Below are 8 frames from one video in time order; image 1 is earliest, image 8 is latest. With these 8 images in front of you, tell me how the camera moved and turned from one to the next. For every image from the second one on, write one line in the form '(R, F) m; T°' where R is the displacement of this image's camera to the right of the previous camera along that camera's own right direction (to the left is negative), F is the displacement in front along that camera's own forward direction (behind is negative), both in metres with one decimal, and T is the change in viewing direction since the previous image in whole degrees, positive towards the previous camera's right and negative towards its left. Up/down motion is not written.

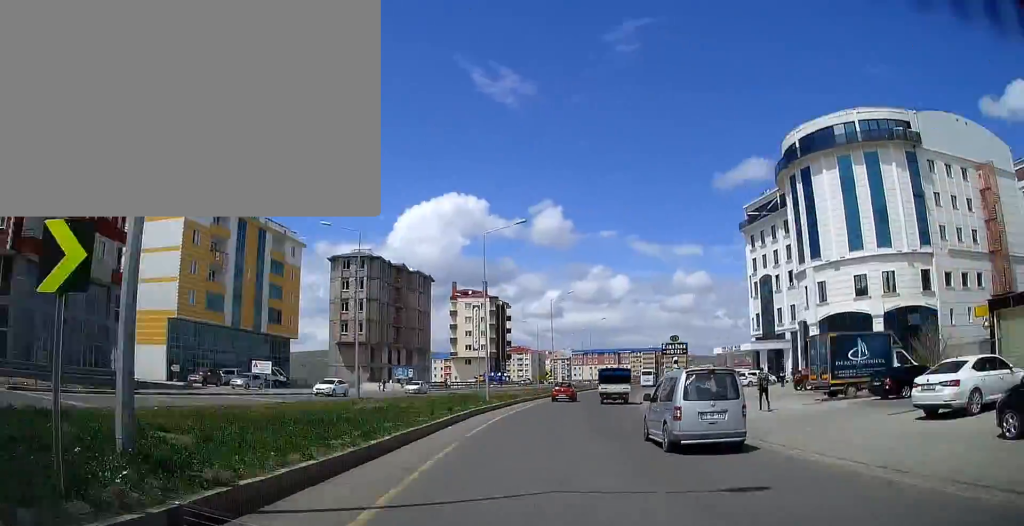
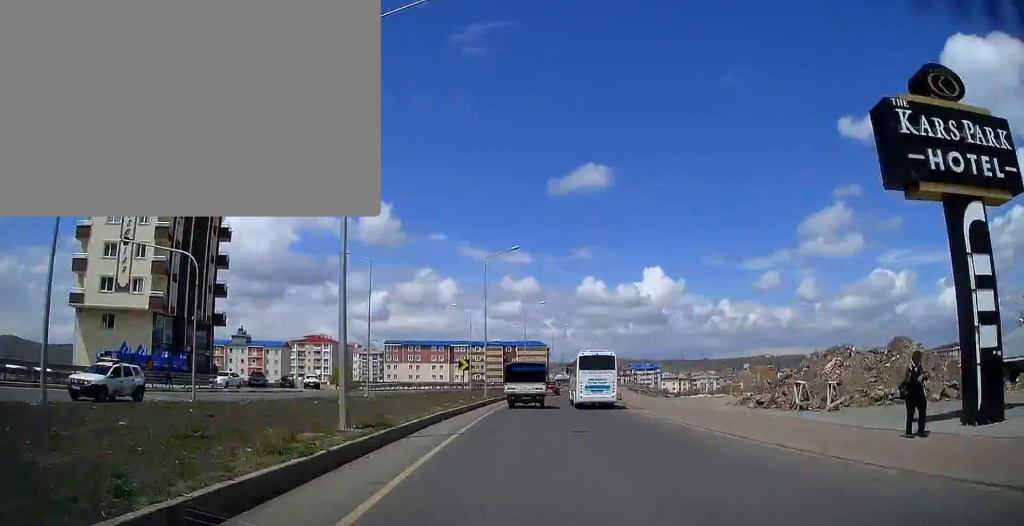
(+9.2, +83.2) m; +12°
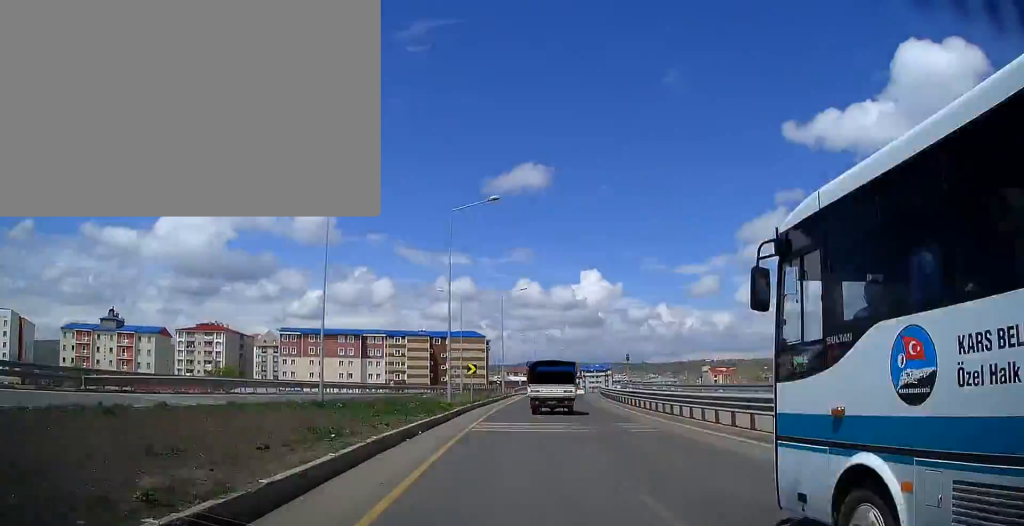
(+0.7, +46.5) m; +6°
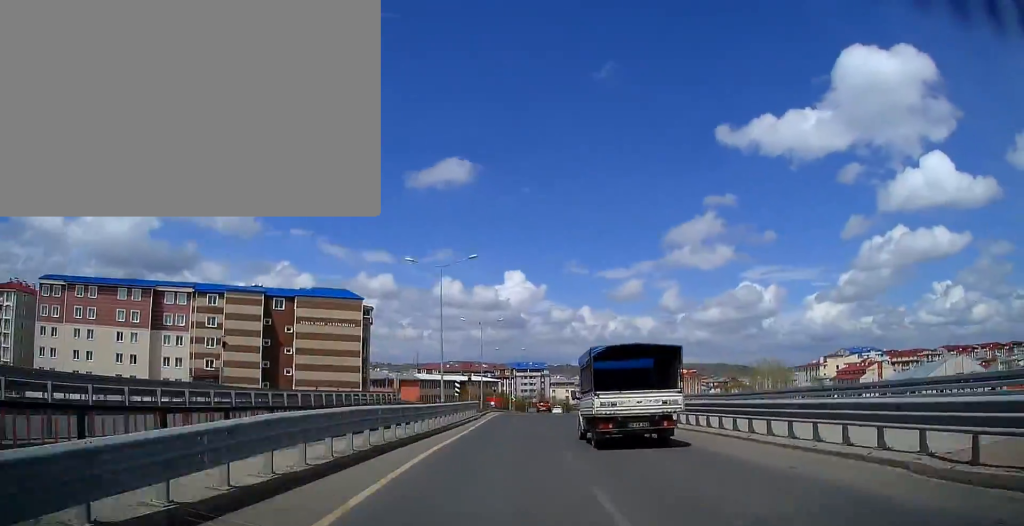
(+5.6, +73.3) m; +8°
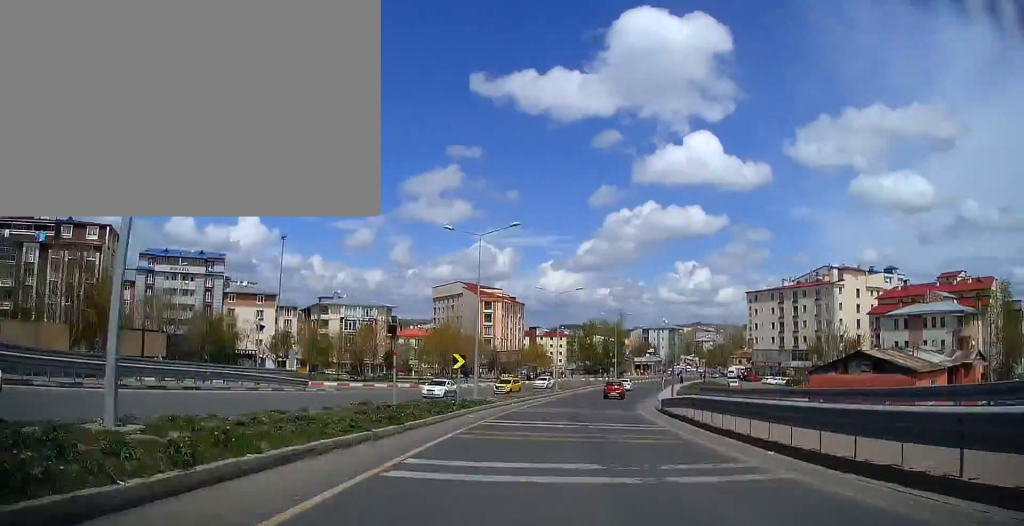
(+28.9, +141.5) m; +26°
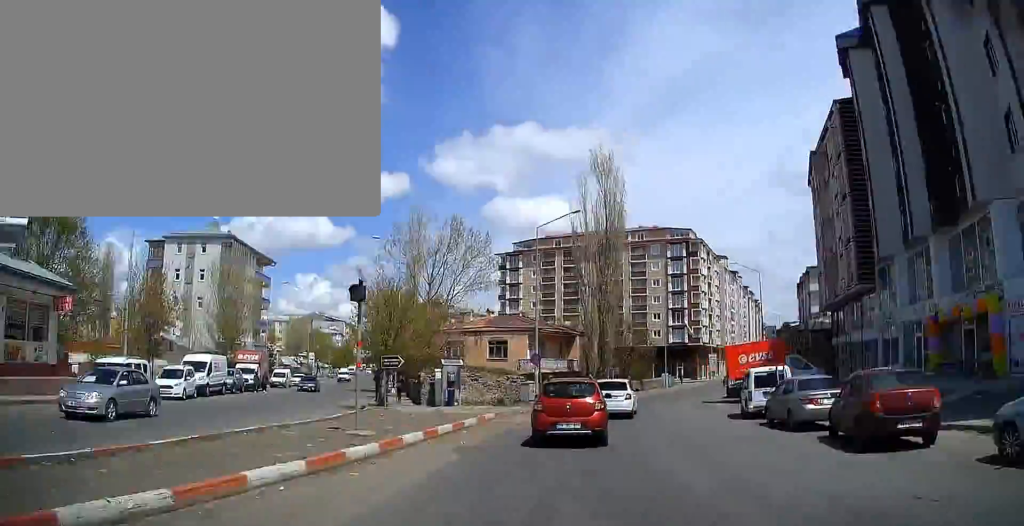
(+43.6, +138.1) m; +37°
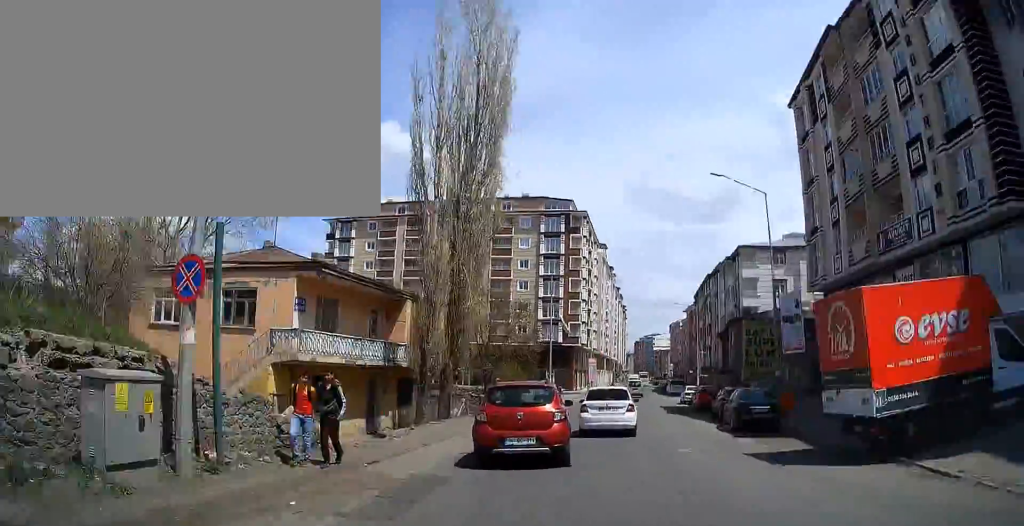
(+4.2, +34.4) m; +11°
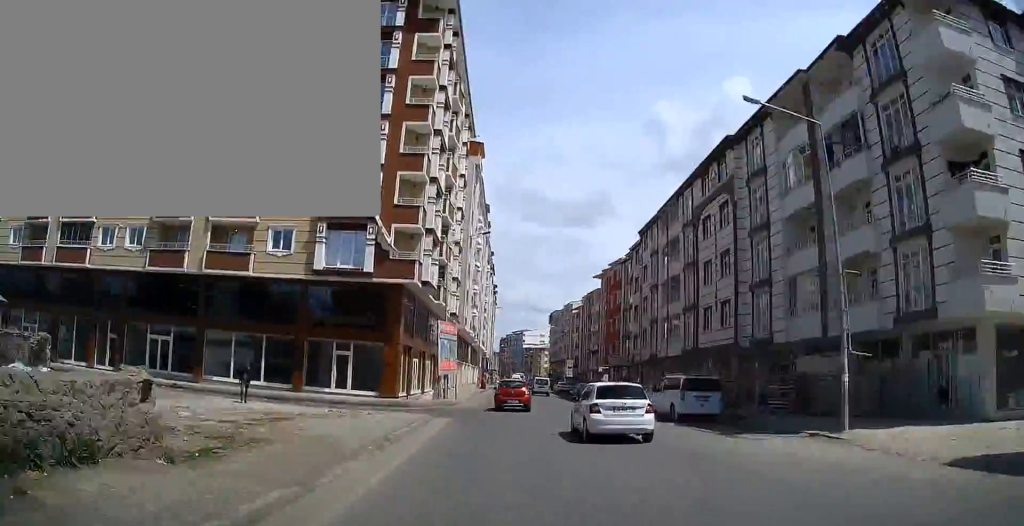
(+9.1, +63.8) m; +10°
